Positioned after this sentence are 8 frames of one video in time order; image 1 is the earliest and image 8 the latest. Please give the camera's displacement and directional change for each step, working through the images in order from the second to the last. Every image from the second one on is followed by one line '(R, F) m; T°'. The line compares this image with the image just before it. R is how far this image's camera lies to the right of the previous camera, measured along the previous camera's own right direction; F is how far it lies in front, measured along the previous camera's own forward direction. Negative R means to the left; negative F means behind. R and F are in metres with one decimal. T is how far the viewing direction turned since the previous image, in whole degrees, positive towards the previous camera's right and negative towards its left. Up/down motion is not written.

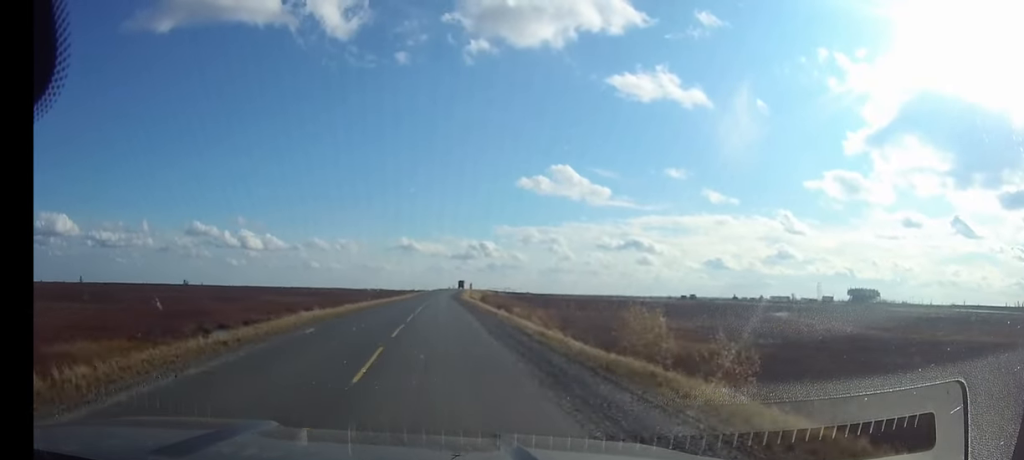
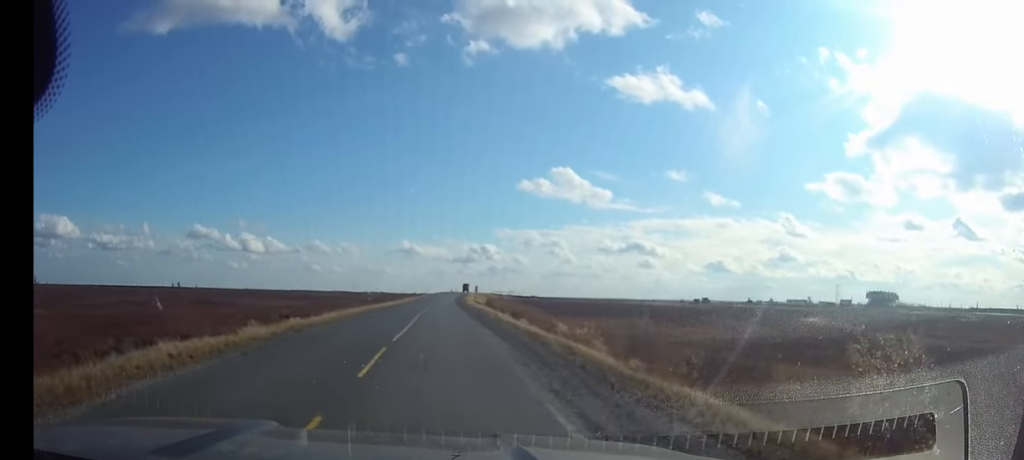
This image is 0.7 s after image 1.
(-0.1, +16.7) m; 0°
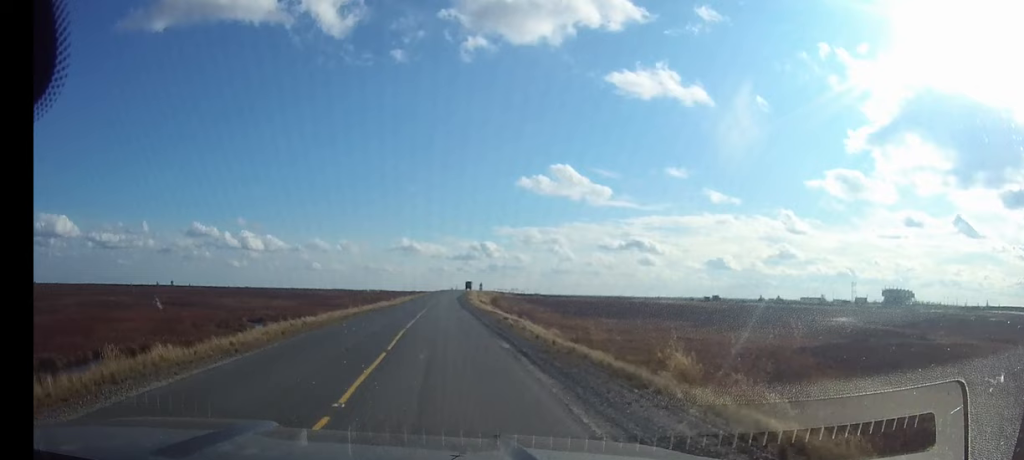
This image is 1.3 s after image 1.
(0.0, +14.4) m; 0°
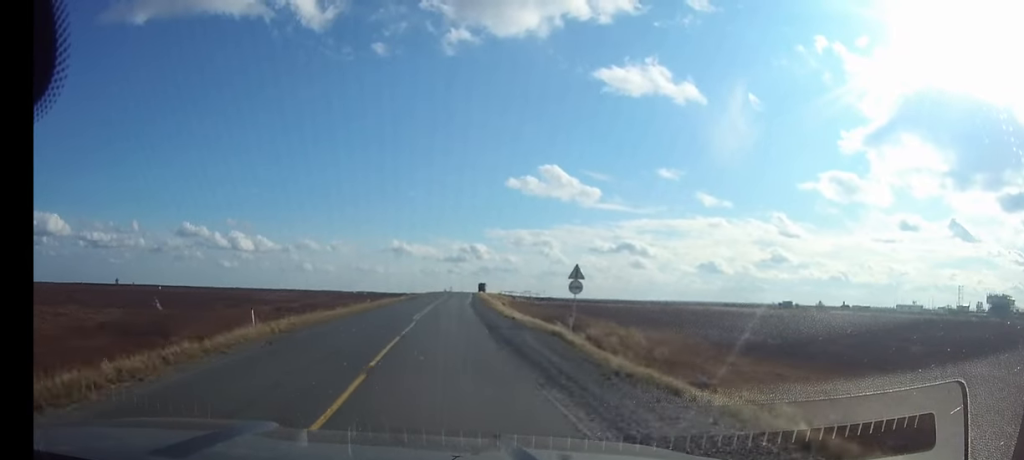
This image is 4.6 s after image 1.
(+0.6, +82.2) m; +1°
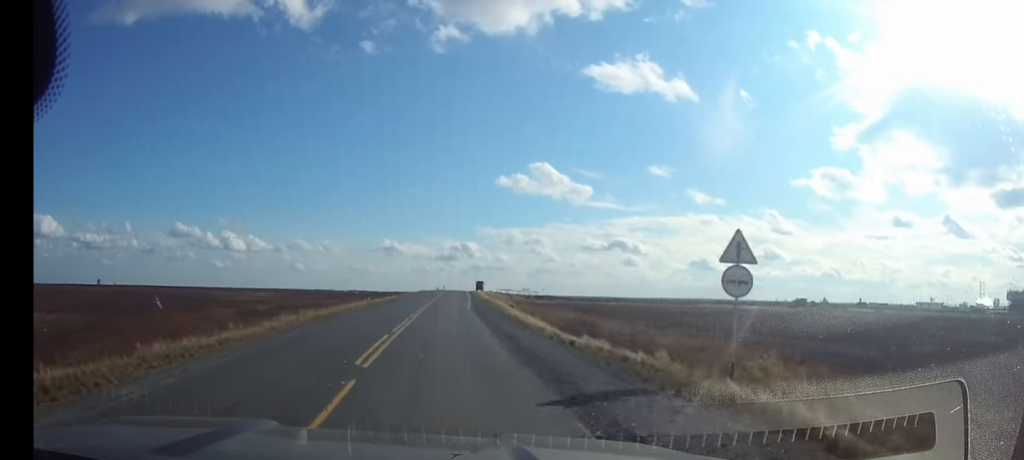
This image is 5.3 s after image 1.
(-0.1, +16.1) m; +1°
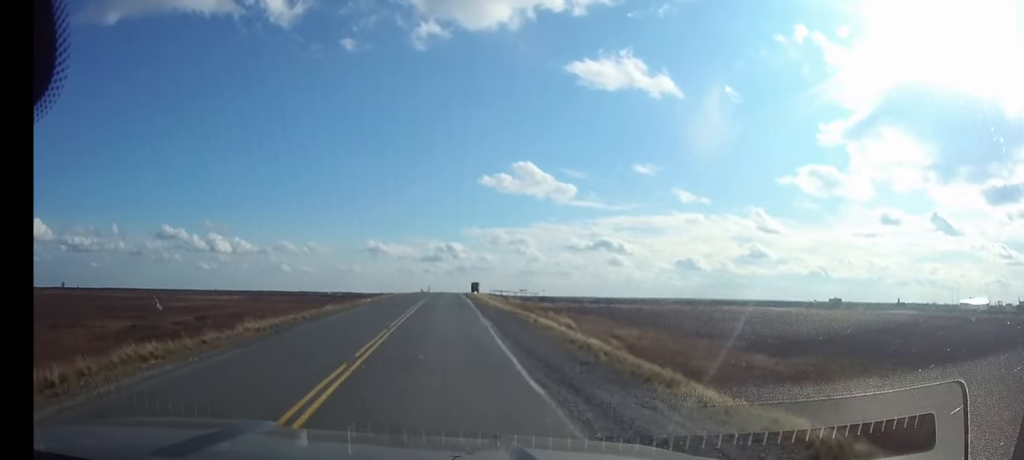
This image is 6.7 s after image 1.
(+0.5, +30.5) m; +1°
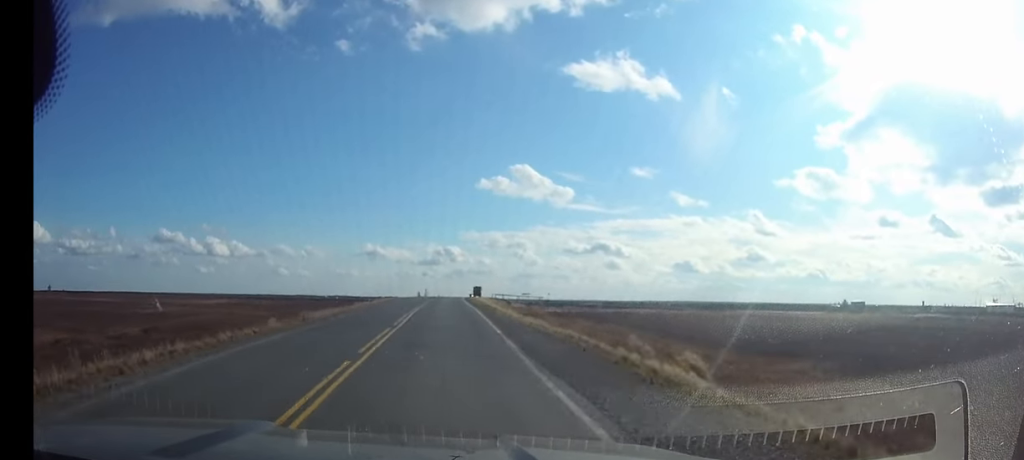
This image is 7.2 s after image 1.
(+0.1, +14.0) m; 0°
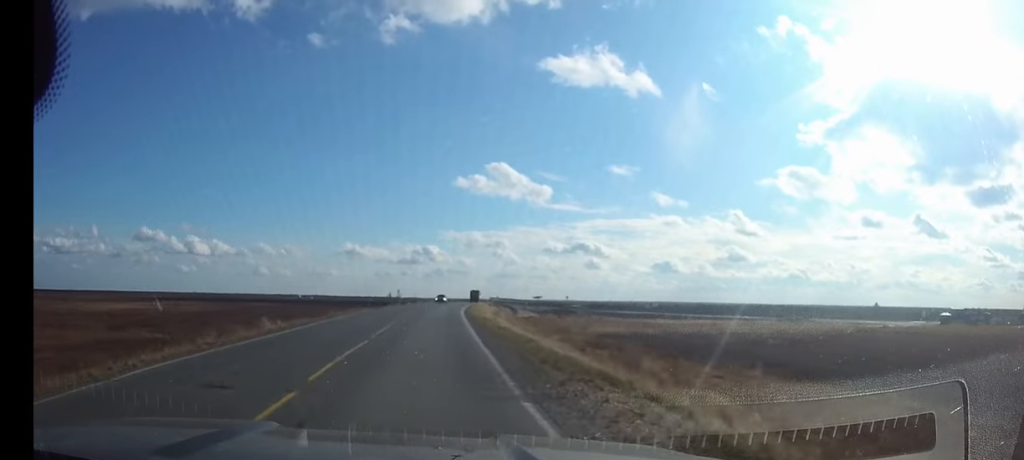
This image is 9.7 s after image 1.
(+0.8, +55.2) m; +2°
